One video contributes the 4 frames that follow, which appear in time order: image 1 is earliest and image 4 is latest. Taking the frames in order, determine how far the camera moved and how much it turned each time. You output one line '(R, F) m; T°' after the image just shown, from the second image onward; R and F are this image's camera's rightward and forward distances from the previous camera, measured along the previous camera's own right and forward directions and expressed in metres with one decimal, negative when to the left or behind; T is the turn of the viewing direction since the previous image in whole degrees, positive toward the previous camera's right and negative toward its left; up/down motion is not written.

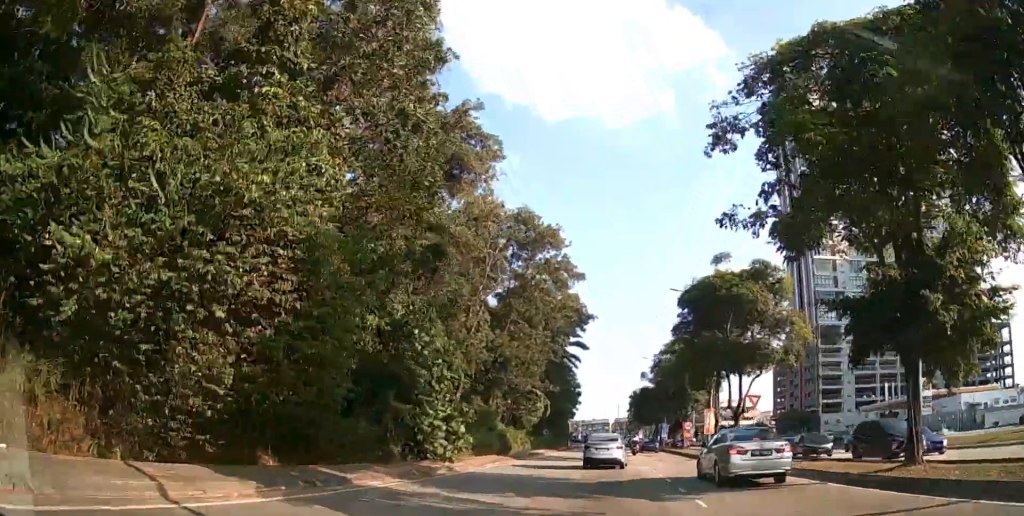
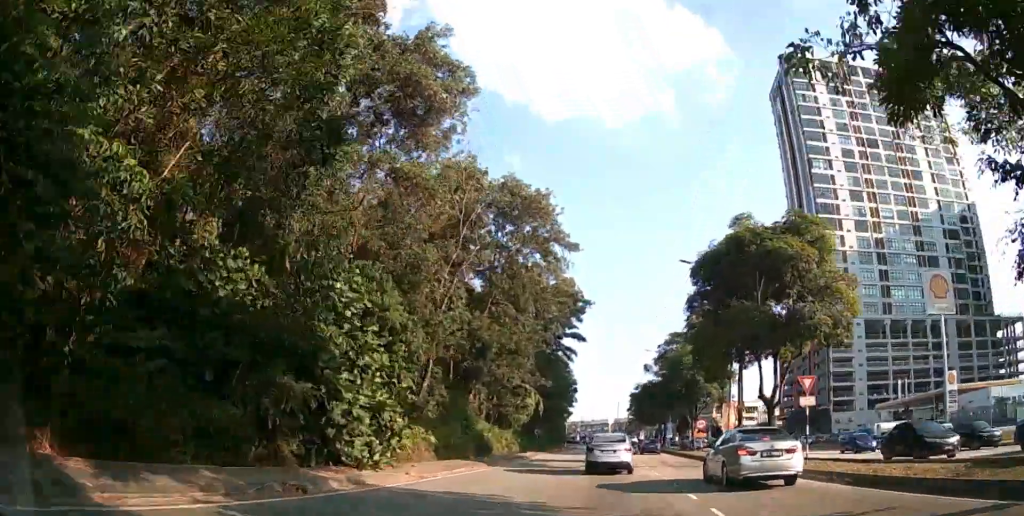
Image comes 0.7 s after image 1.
(0.0, +7.6) m; 0°
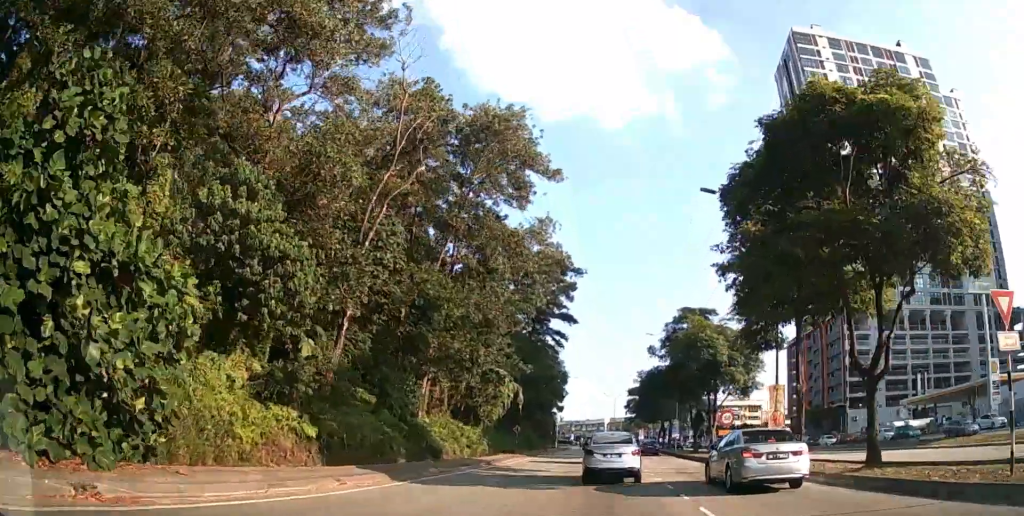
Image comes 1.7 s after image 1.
(-0.1, +11.0) m; 0°
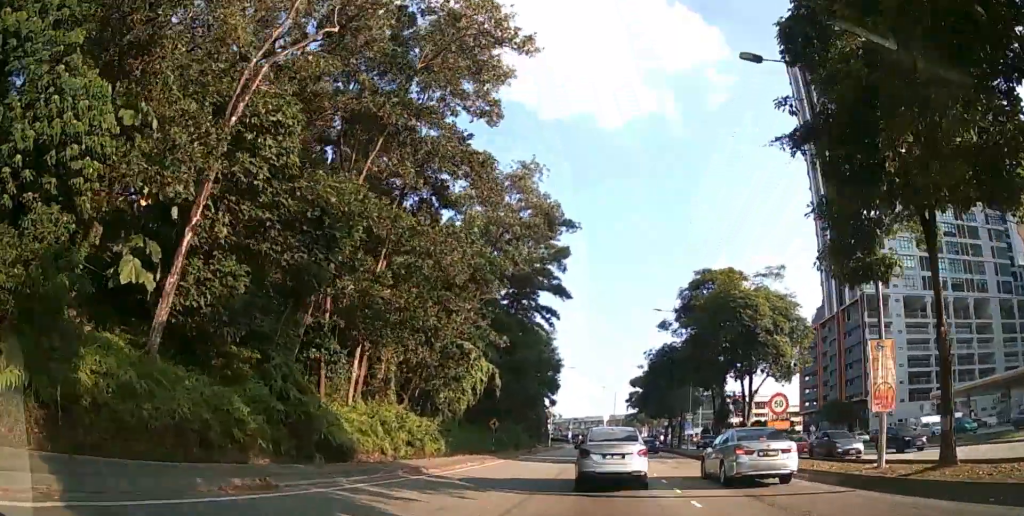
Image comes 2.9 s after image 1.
(+0.1, +11.3) m; +2°
